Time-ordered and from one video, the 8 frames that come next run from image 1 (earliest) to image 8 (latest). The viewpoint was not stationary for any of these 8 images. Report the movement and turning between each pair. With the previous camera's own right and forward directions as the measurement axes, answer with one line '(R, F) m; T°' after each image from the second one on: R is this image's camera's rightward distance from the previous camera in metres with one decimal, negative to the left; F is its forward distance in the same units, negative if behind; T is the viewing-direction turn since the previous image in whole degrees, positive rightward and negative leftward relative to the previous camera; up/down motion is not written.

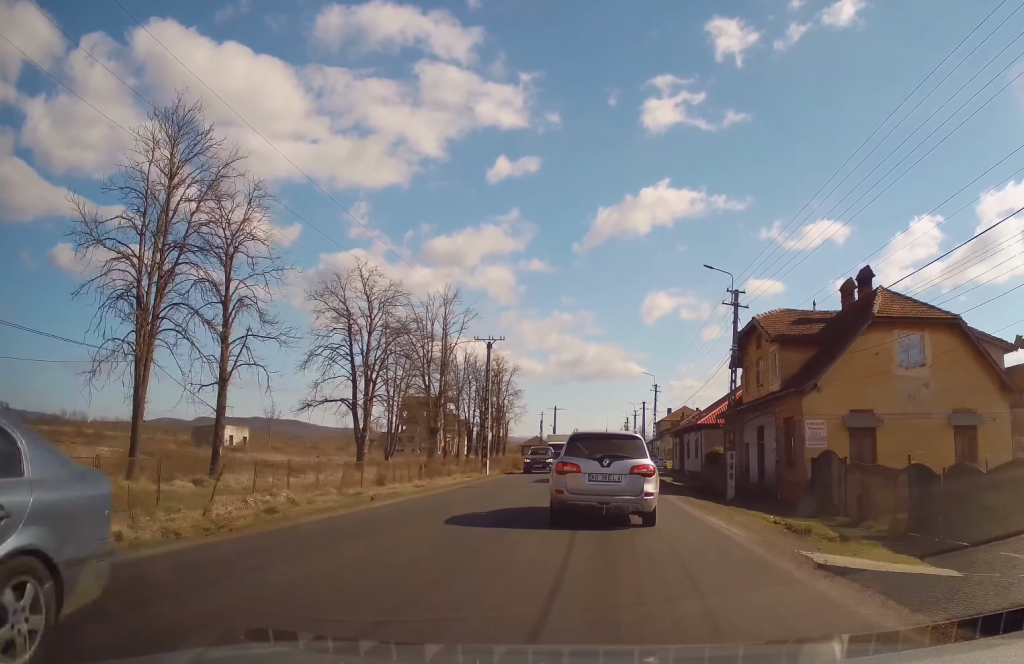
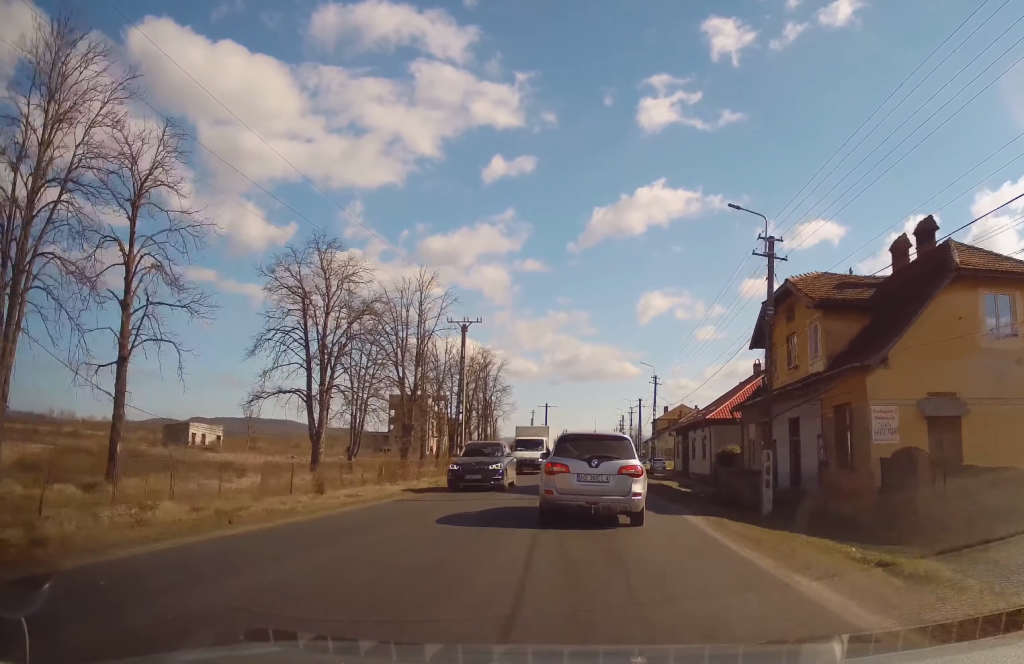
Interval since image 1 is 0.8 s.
(0.0, +7.1) m; 0°
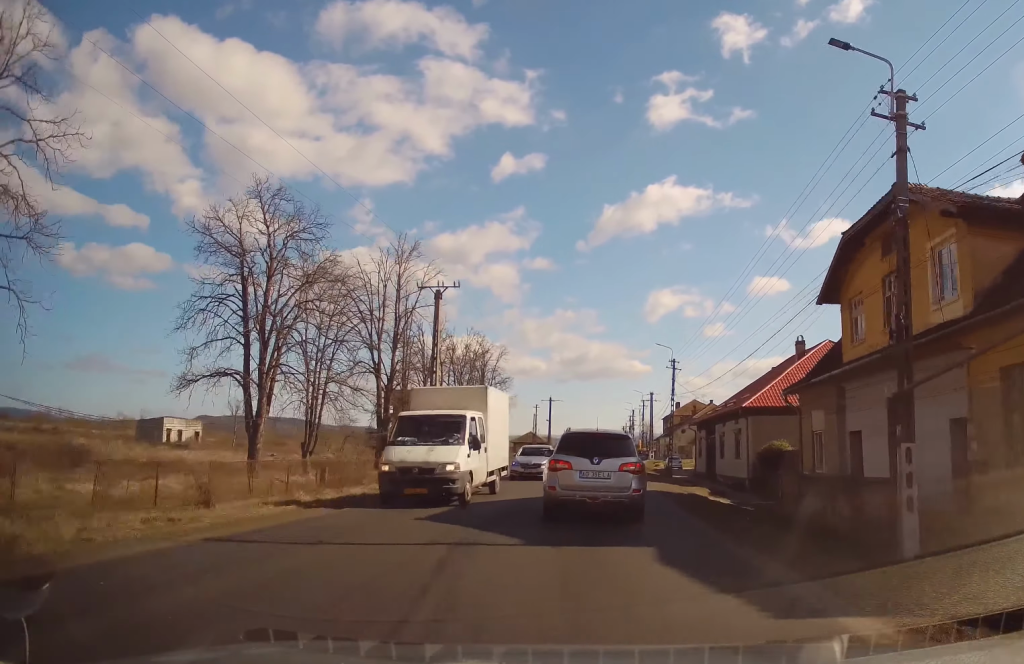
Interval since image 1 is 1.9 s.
(-0.1, +9.4) m; +1°
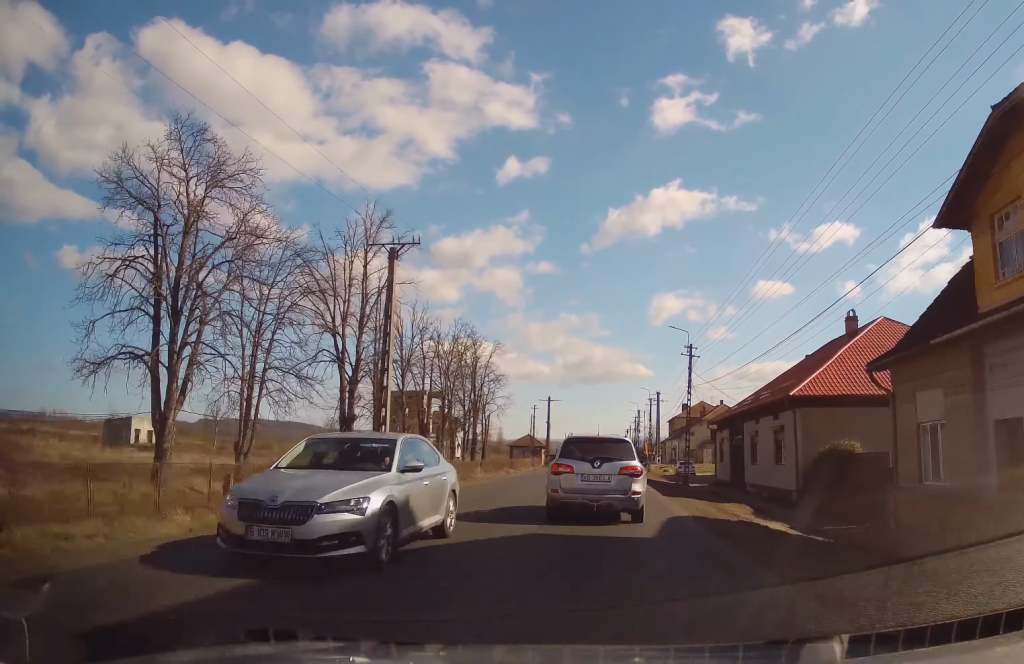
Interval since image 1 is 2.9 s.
(+0.2, +8.3) m; +1°
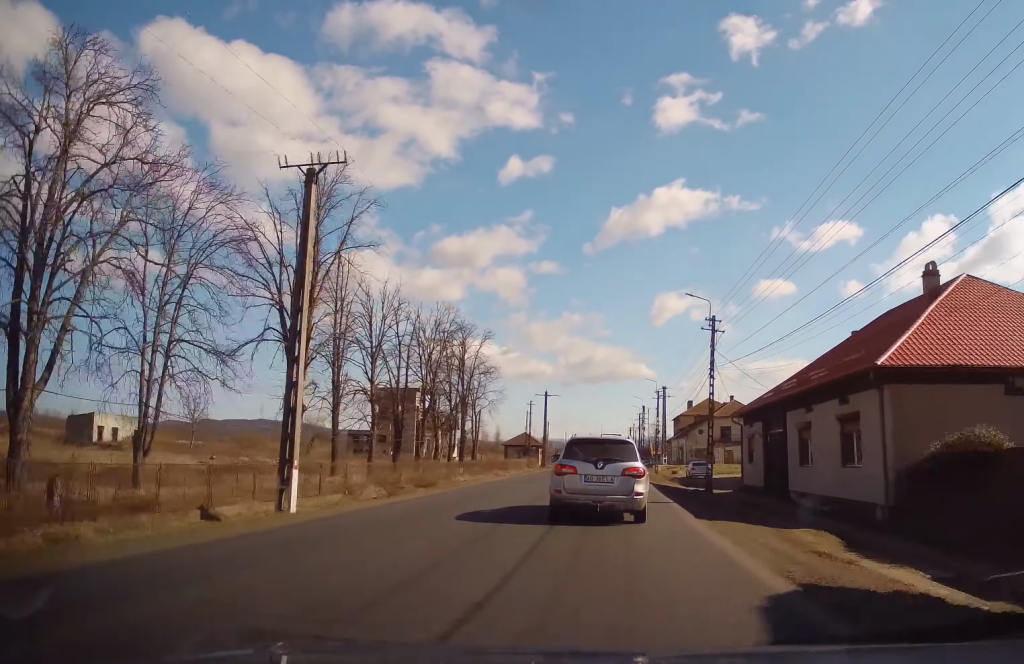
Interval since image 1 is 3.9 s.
(0.0, +8.1) m; -1°
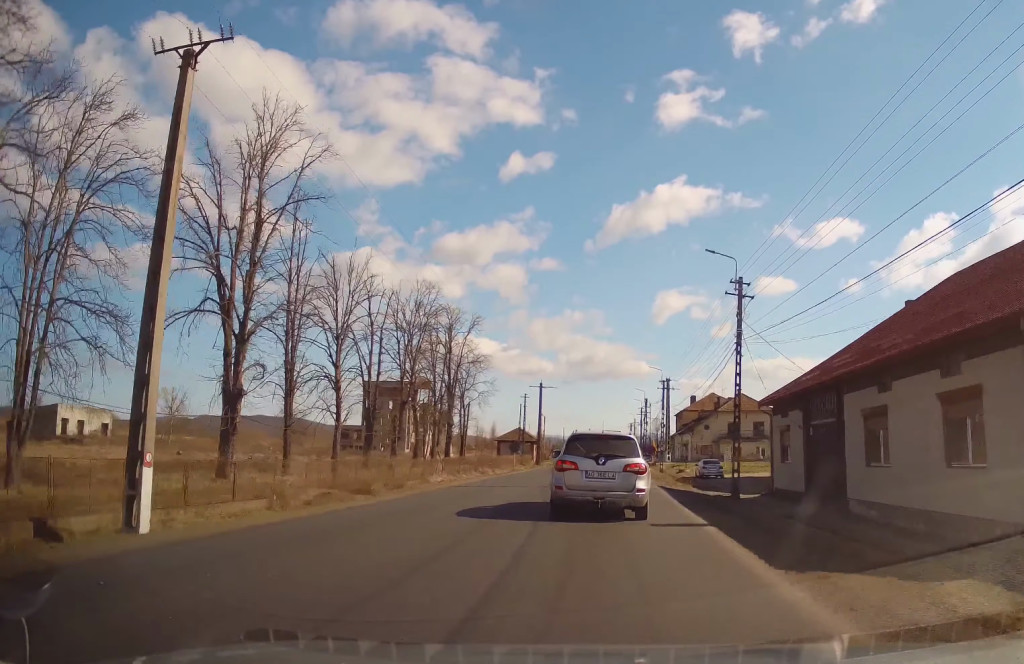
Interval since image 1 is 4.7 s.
(-0.1, +6.6) m; -1°
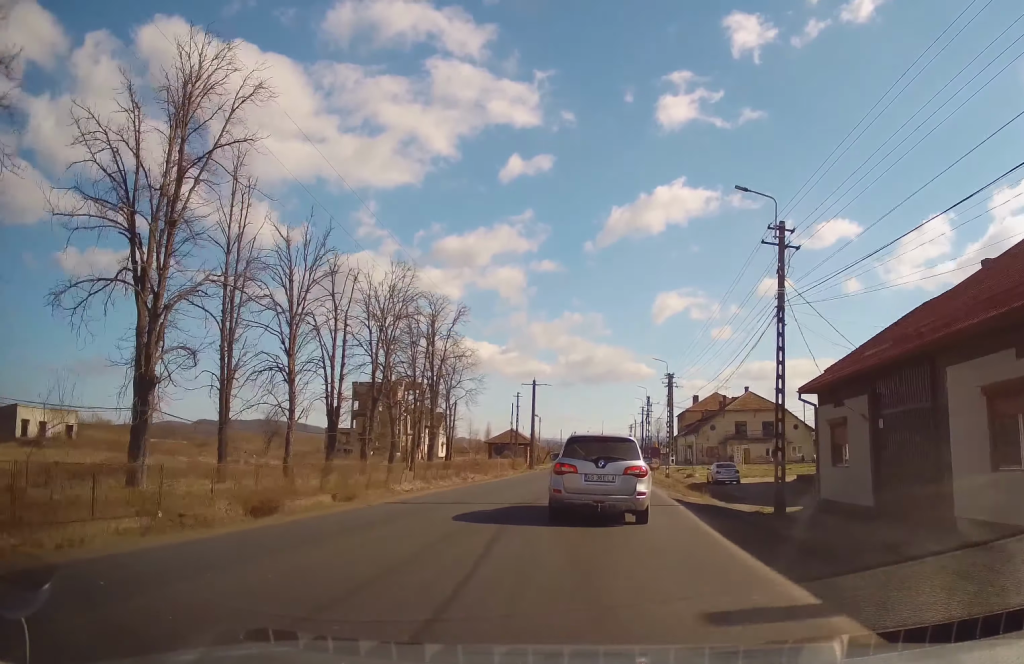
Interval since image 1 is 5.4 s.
(-0.1, +6.4) m; 0°
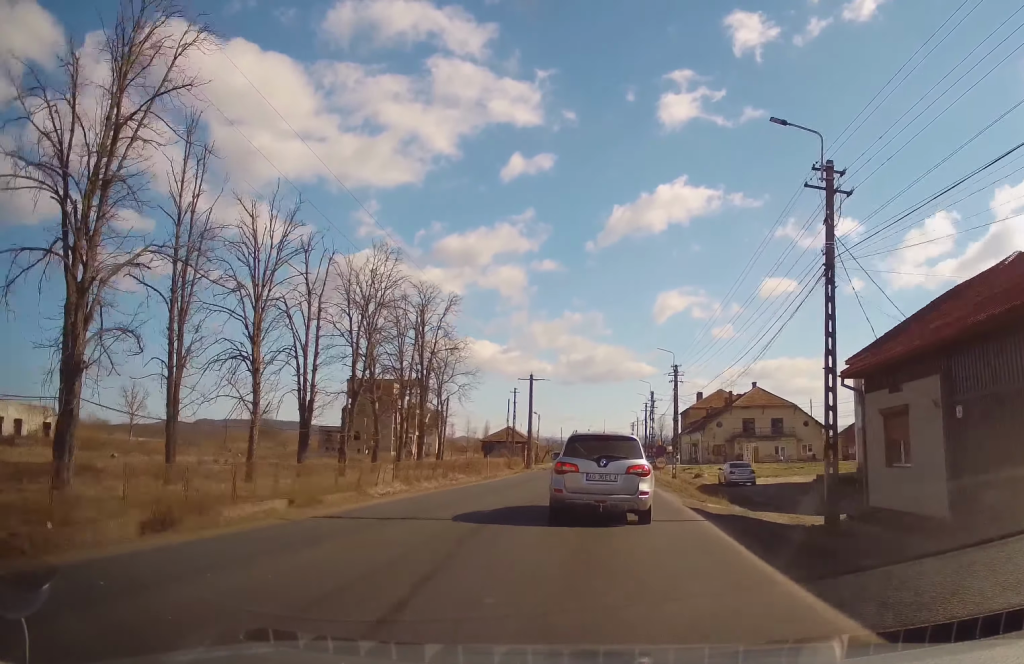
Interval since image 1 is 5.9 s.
(0.0, +4.1) m; 0°
